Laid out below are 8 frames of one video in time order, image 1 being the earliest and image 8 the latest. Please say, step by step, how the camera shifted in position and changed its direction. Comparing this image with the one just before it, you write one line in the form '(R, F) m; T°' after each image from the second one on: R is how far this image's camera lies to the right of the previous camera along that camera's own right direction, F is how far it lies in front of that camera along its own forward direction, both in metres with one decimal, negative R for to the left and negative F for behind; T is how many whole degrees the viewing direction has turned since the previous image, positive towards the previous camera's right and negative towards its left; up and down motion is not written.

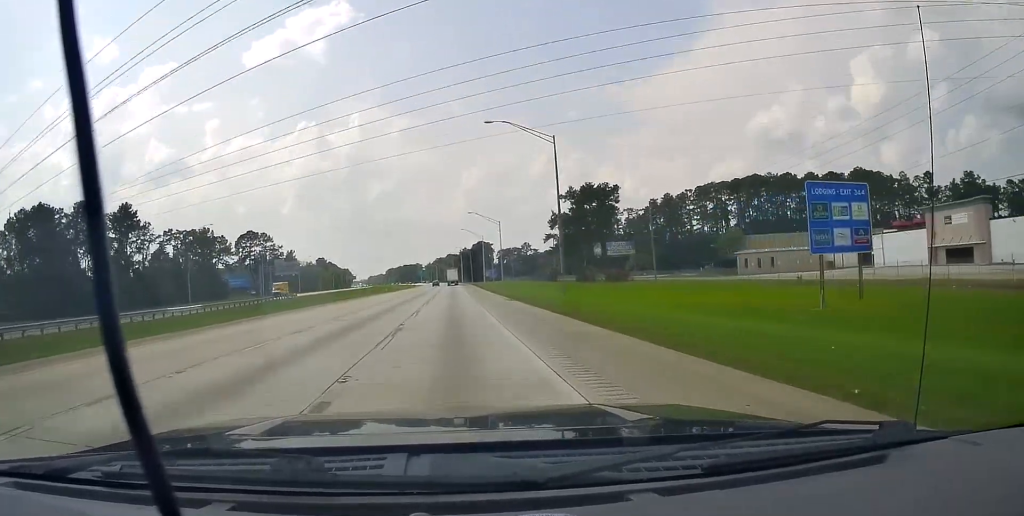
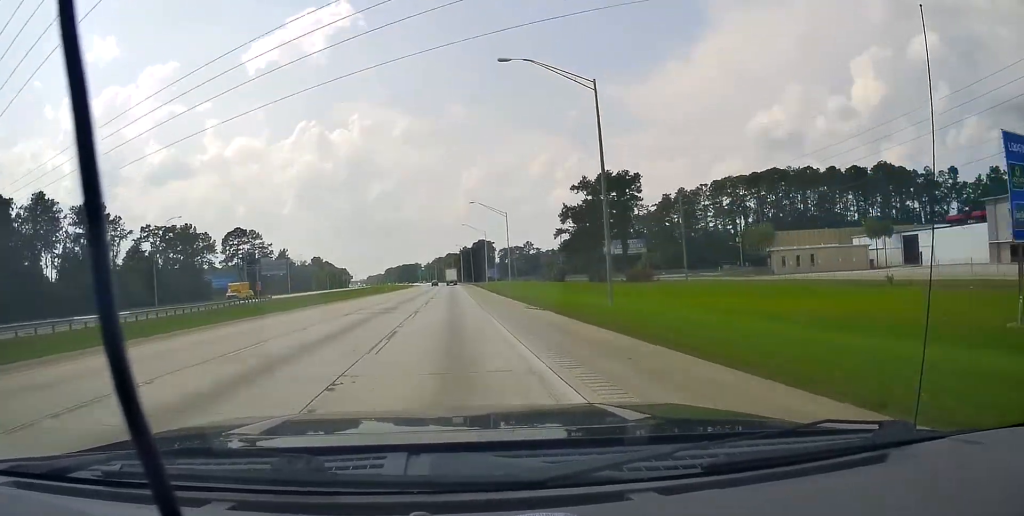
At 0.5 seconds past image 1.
(0.0, +13.2) m; 0°
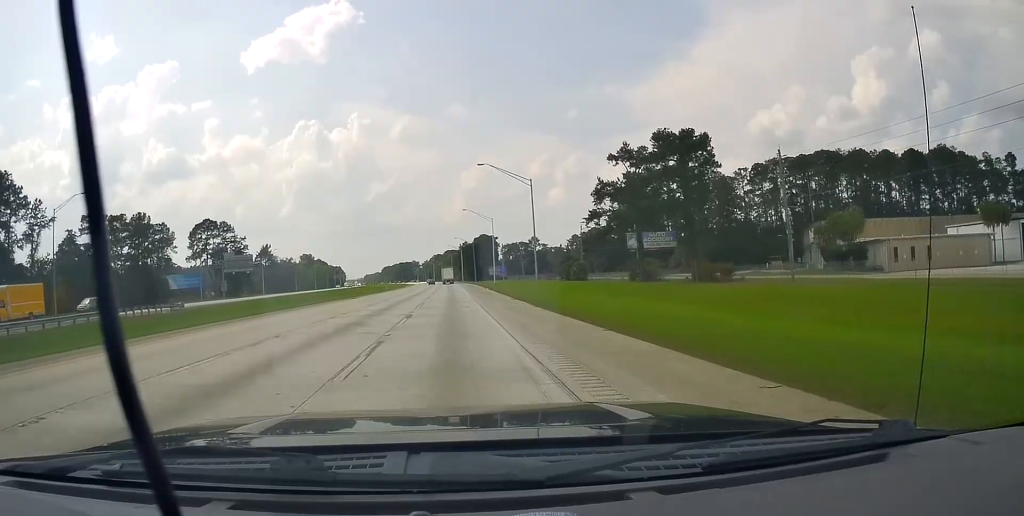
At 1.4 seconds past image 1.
(0.0, +27.8) m; +1°
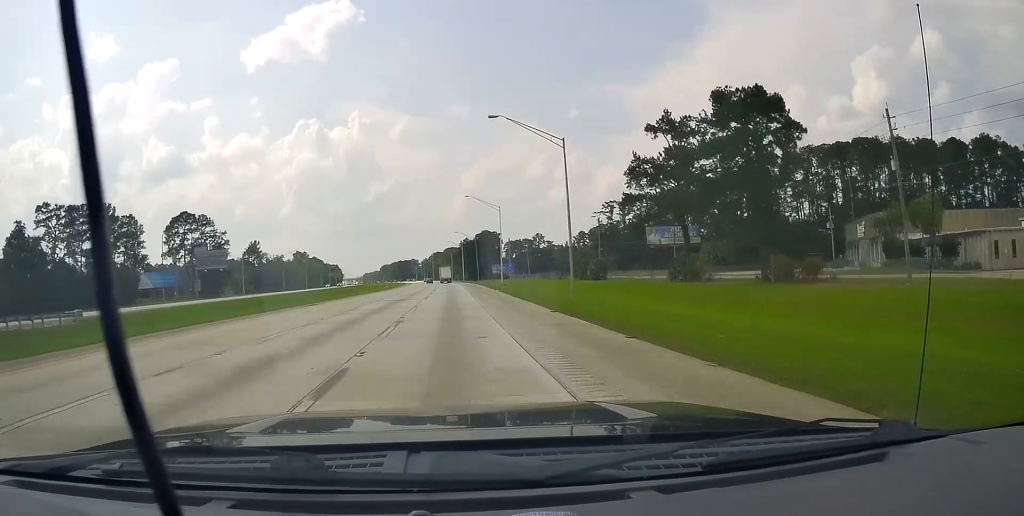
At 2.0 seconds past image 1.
(+0.2, +17.1) m; 0°
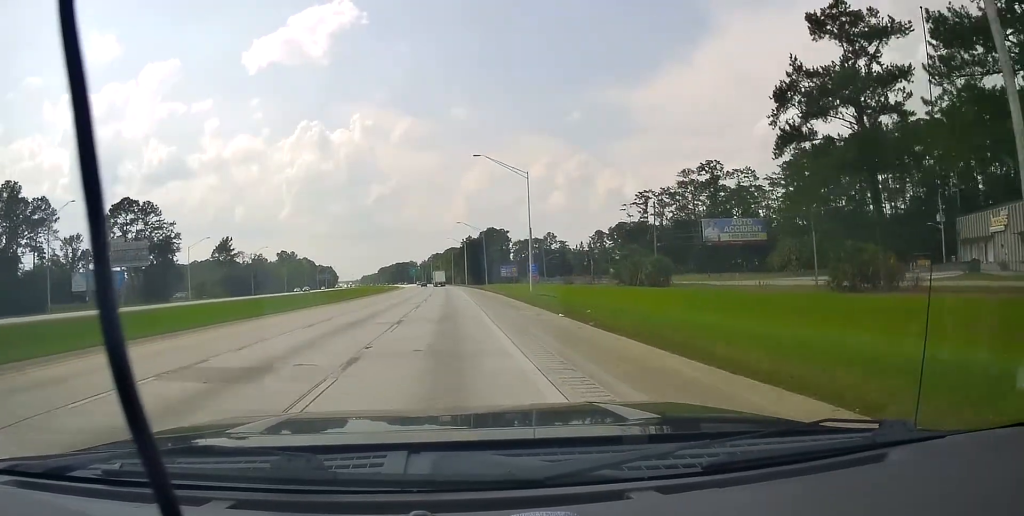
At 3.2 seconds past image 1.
(-0.1, +34.7) m; 0°
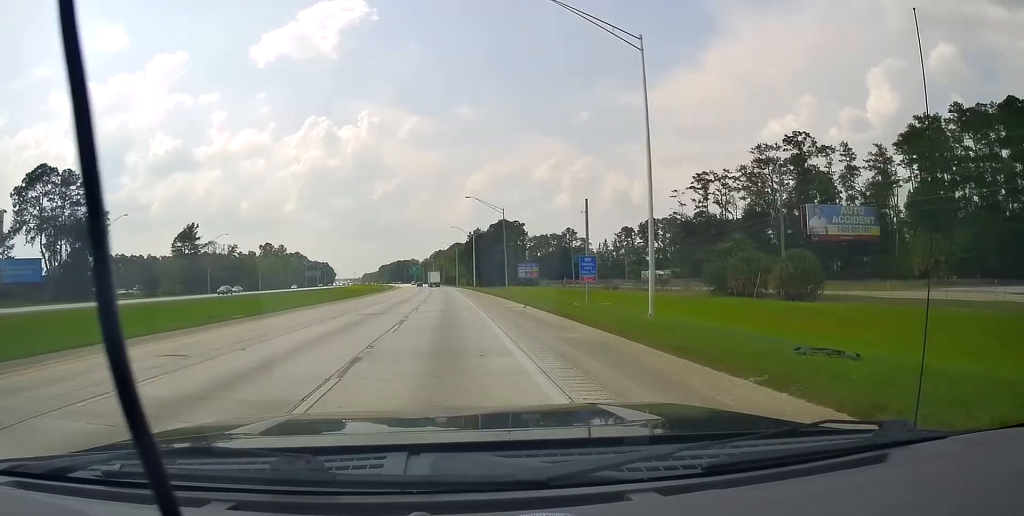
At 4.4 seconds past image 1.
(+0.6, +36.3) m; -1°
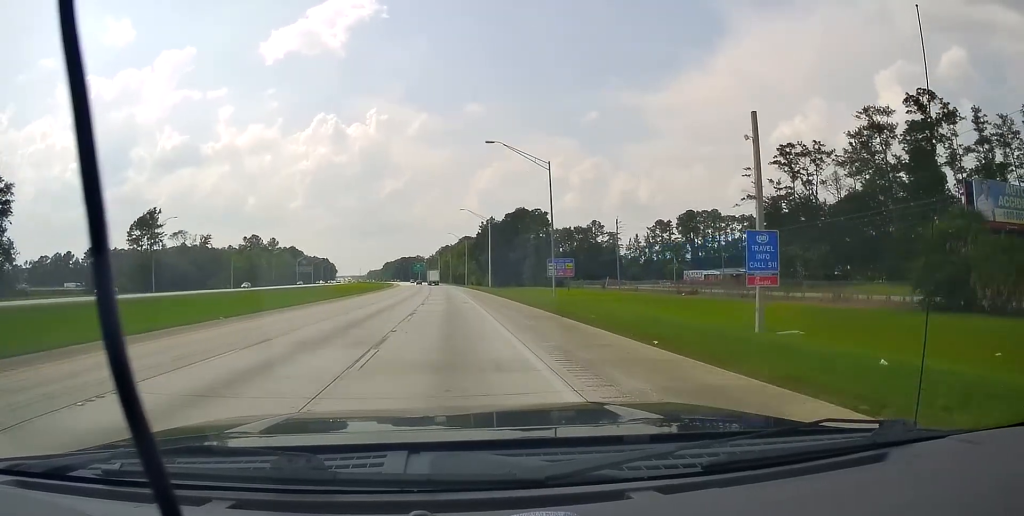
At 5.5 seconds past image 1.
(-1.1, +32.4) m; -1°
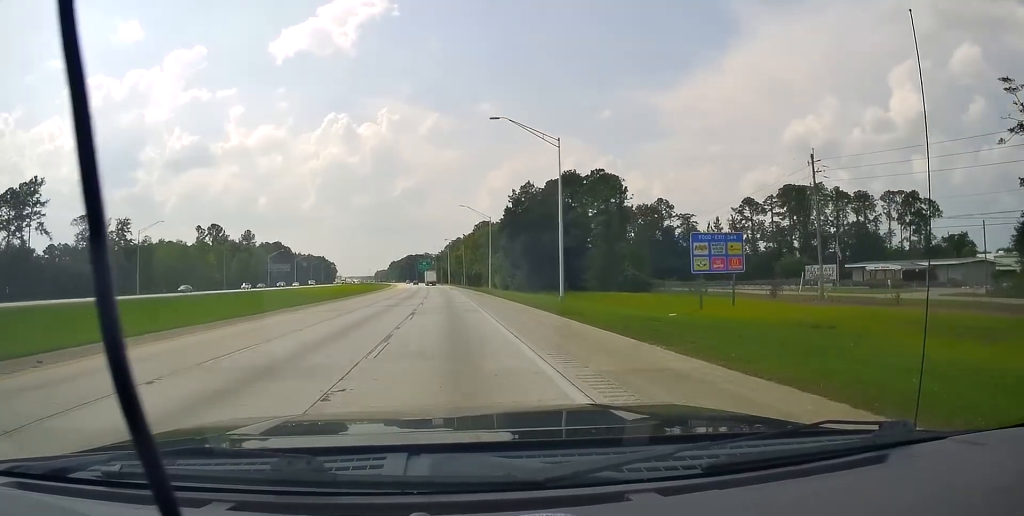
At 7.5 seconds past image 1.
(+0.5, +59.3) m; -1°
